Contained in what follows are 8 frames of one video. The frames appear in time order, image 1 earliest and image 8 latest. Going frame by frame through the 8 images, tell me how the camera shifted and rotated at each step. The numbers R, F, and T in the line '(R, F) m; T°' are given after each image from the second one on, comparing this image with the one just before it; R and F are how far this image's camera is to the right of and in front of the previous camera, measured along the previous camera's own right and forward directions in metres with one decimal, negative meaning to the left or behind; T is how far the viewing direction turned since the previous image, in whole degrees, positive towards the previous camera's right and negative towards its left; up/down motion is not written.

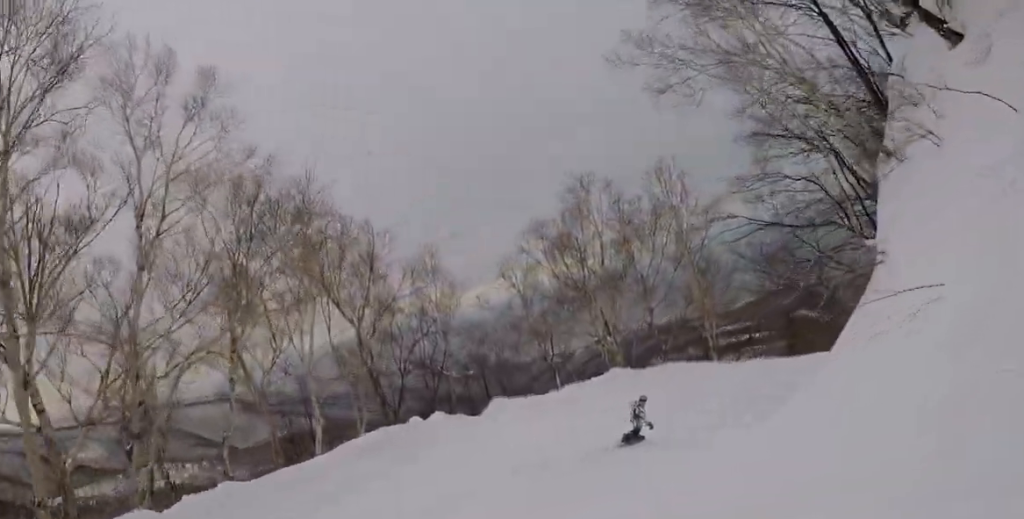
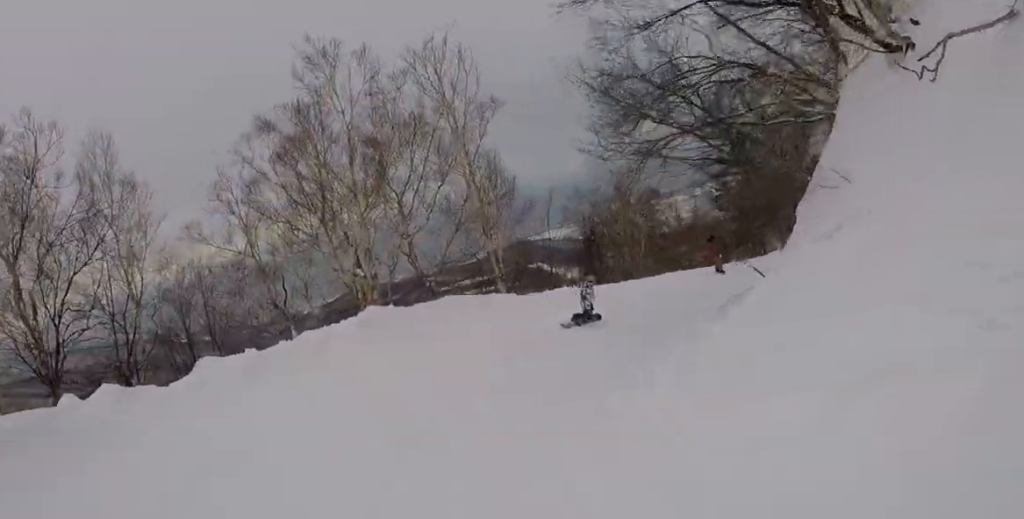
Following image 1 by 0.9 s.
(+0.5, +7.2) m; +15°
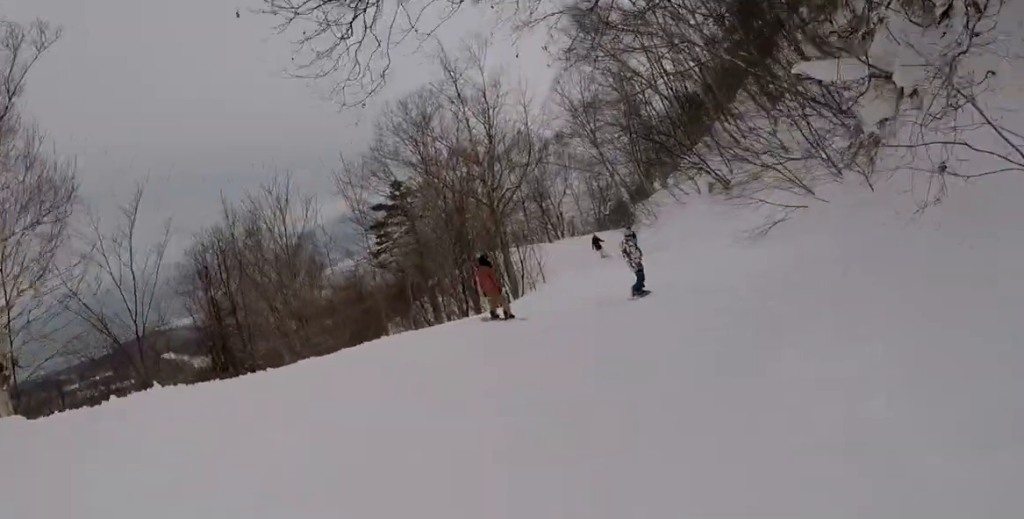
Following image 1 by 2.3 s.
(+4.8, +10.5) m; +40°
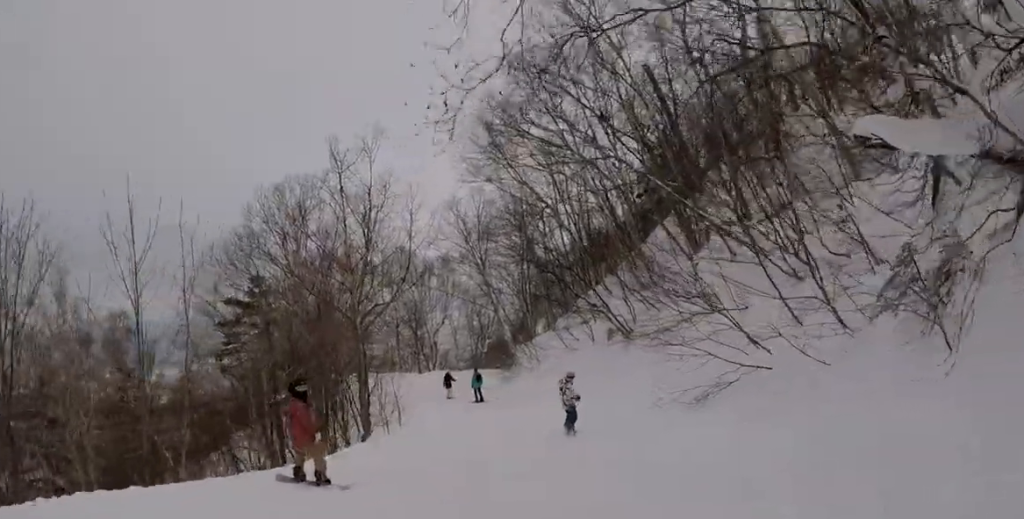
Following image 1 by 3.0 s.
(+1.0, +5.4) m; +7°
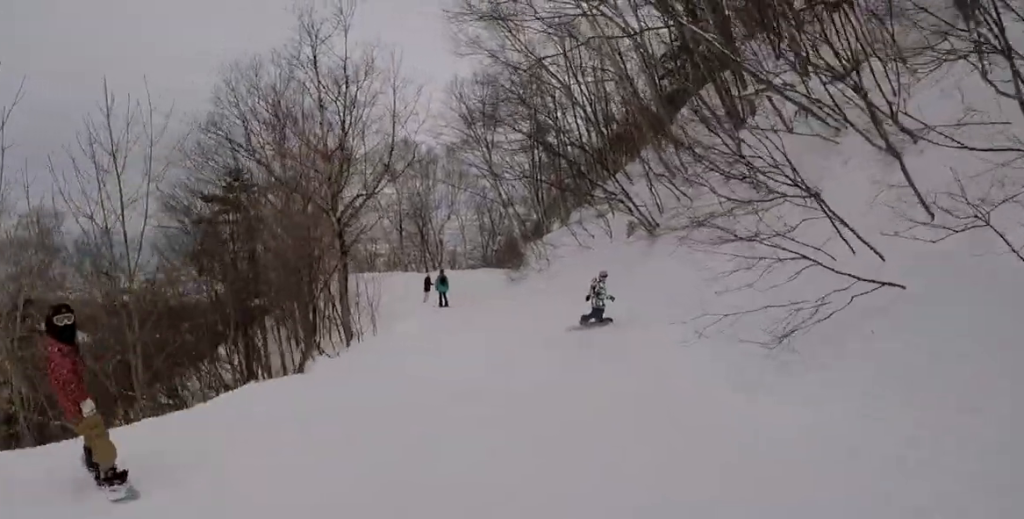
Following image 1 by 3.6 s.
(-0.4, +4.9) m; -4°
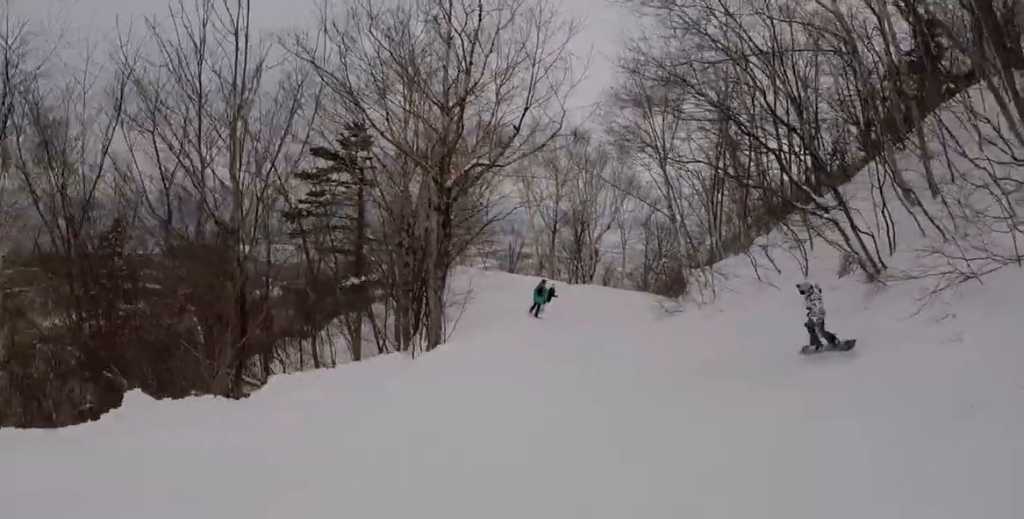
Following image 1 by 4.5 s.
(-0.2, +7.4) m; -4°
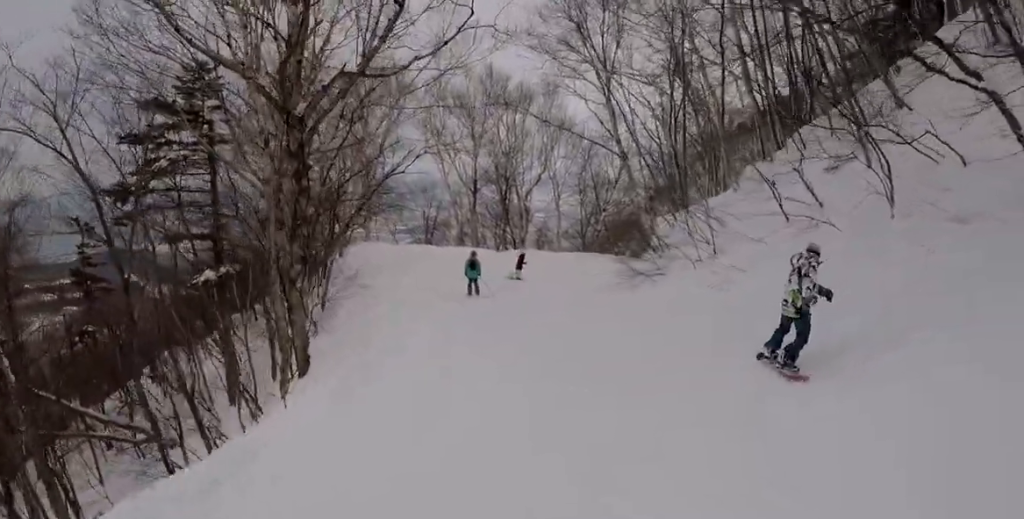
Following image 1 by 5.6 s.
(-0.3, +8.9) m; -3°
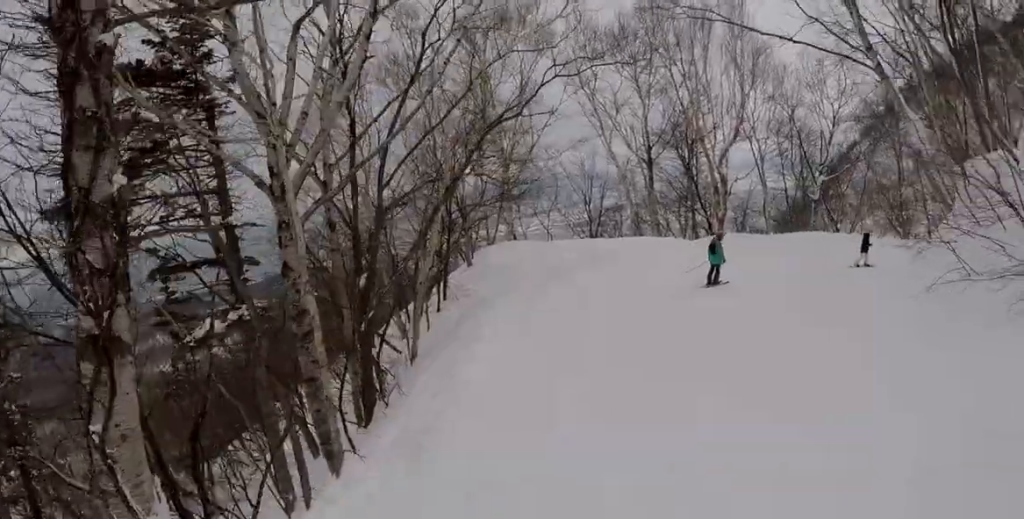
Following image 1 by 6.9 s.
(0.0, +11.4) m; +3°
